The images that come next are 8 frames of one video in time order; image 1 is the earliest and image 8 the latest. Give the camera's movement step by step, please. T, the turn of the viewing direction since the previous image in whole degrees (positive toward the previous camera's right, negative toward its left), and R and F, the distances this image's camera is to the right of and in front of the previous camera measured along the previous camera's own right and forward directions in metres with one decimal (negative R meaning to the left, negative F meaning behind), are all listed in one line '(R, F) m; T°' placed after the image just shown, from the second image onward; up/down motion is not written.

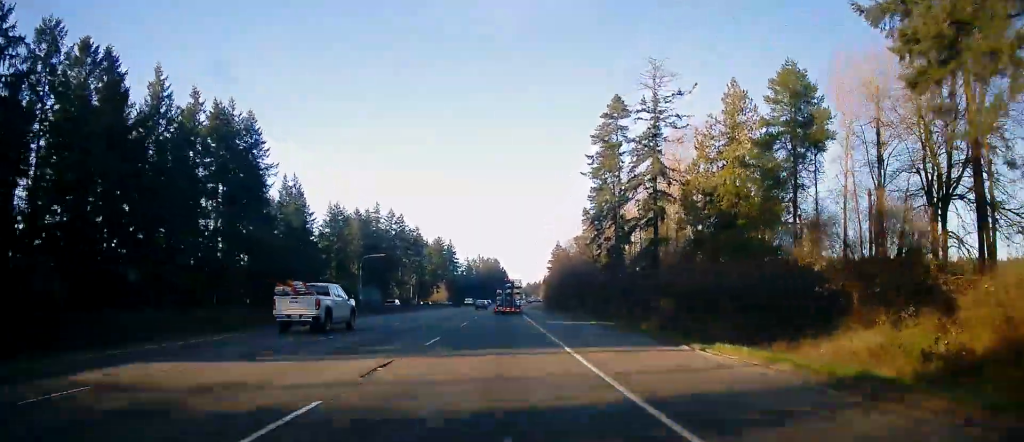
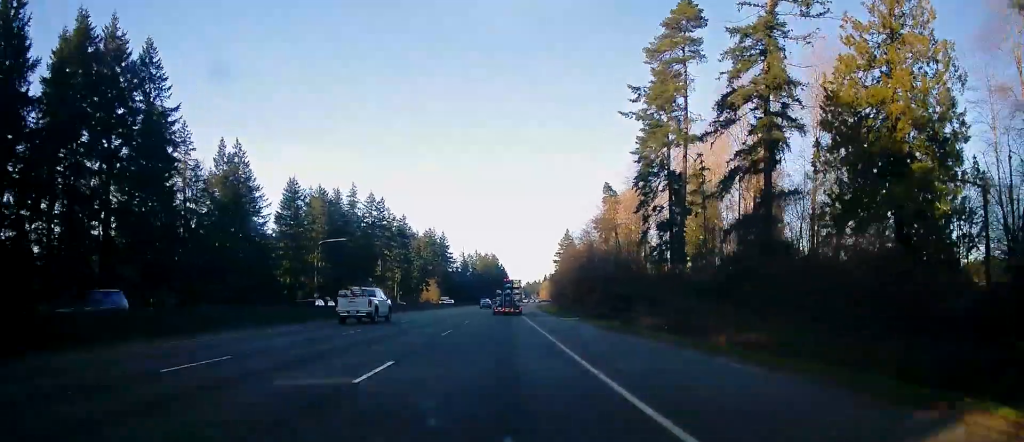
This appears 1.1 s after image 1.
(-0.1, +31.9) m; 0°
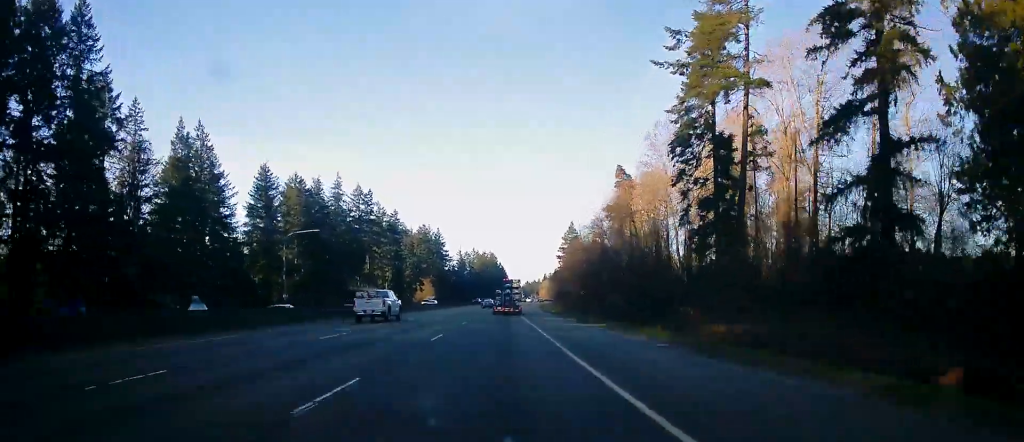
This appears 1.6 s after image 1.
(-0.1, +14.5) m; 0°
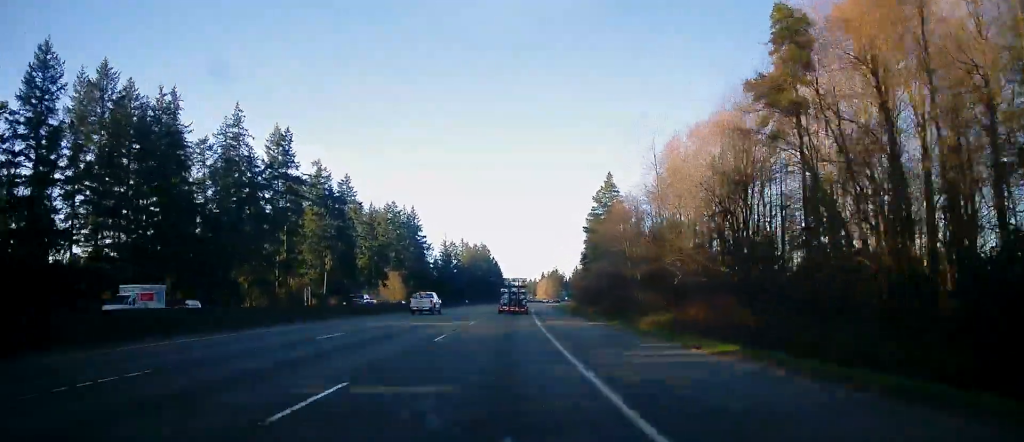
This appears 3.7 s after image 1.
(-0.3, +61.6) m; +1°
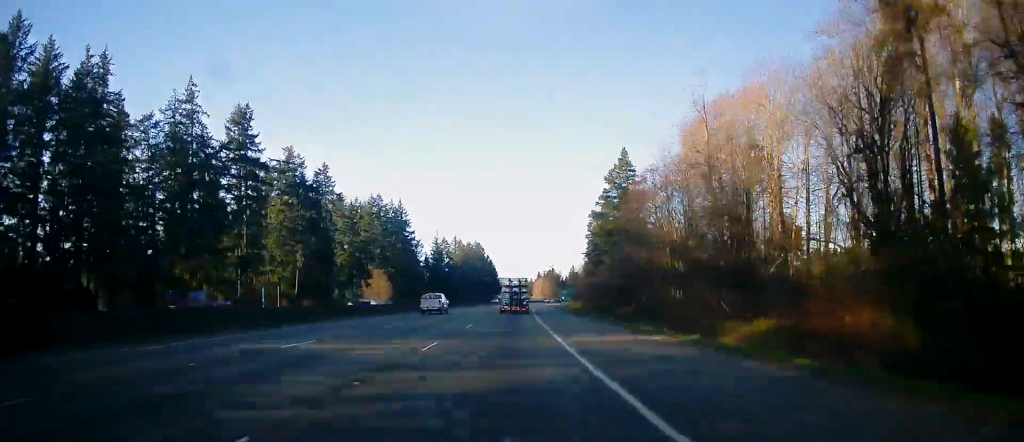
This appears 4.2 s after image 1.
(+0.4, +15.7) m; +1°
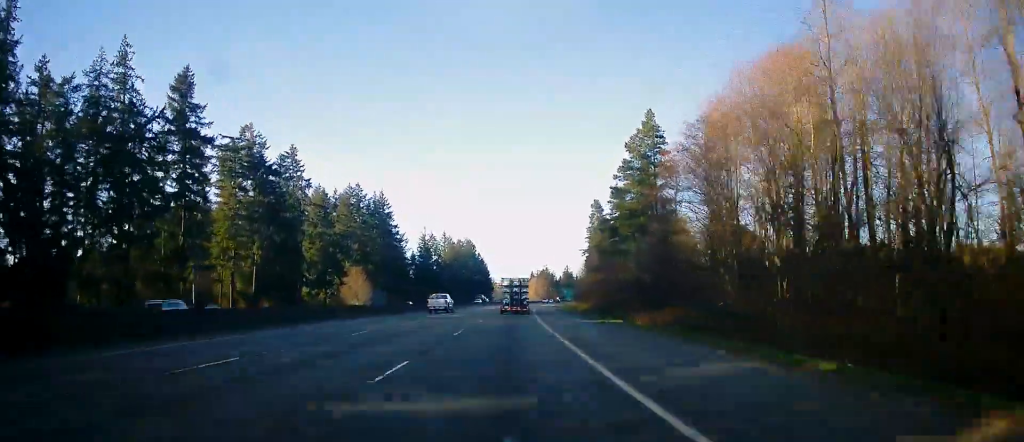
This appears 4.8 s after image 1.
(+0.2, +17.6) m; +1°
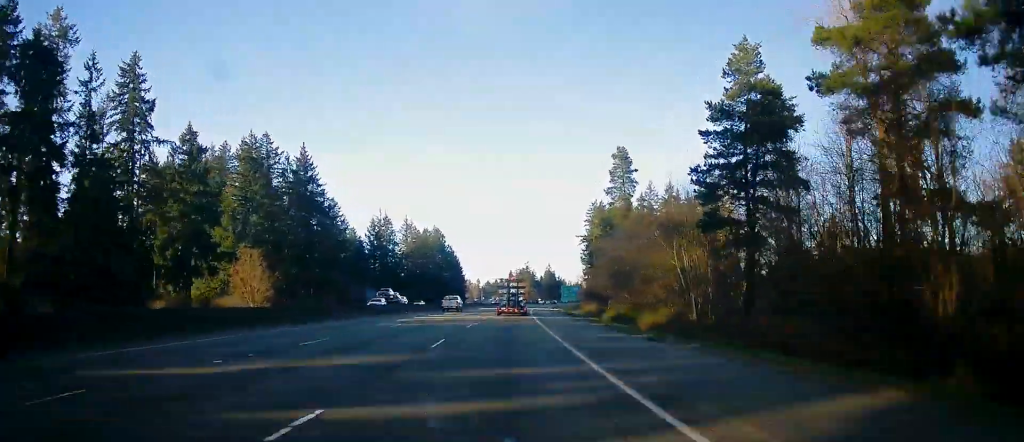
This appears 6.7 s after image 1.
(+1.2, +53.8) m; +2°
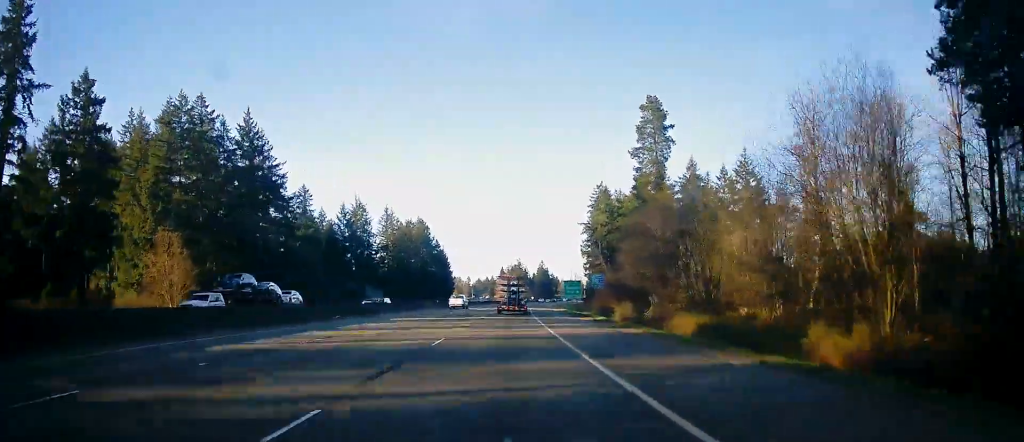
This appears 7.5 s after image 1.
(-0.2, +24.4) m; 0°
